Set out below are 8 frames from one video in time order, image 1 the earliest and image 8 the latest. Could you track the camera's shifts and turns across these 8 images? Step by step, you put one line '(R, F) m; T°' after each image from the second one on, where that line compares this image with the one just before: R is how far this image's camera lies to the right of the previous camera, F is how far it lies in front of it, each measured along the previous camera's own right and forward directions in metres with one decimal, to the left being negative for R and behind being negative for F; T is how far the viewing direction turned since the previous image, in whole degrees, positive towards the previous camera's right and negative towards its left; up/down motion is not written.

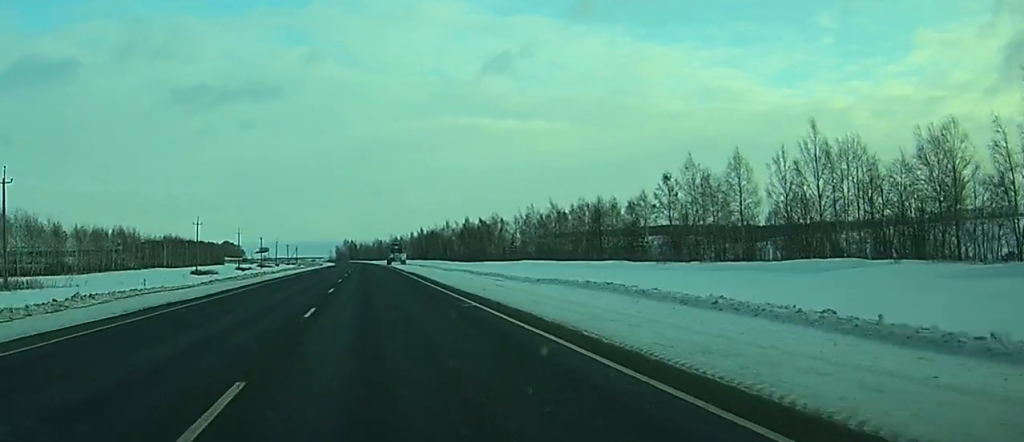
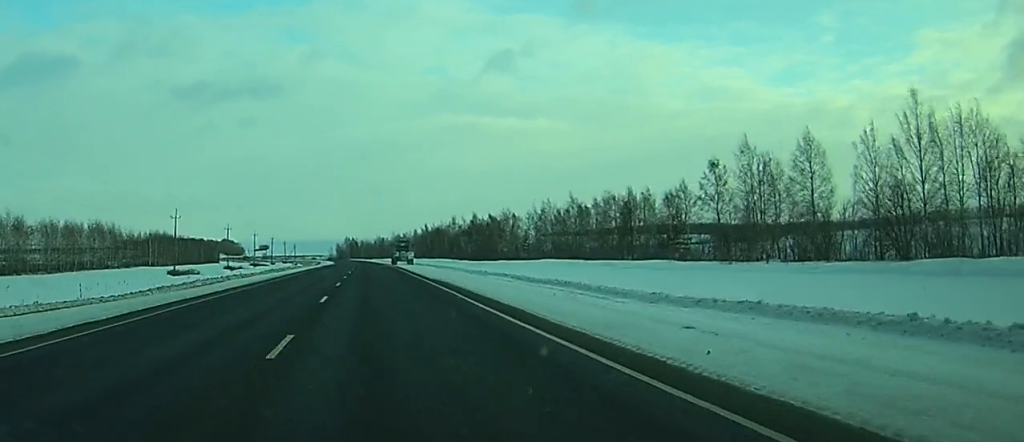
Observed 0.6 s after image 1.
(0.0, +18.8) m; 0°
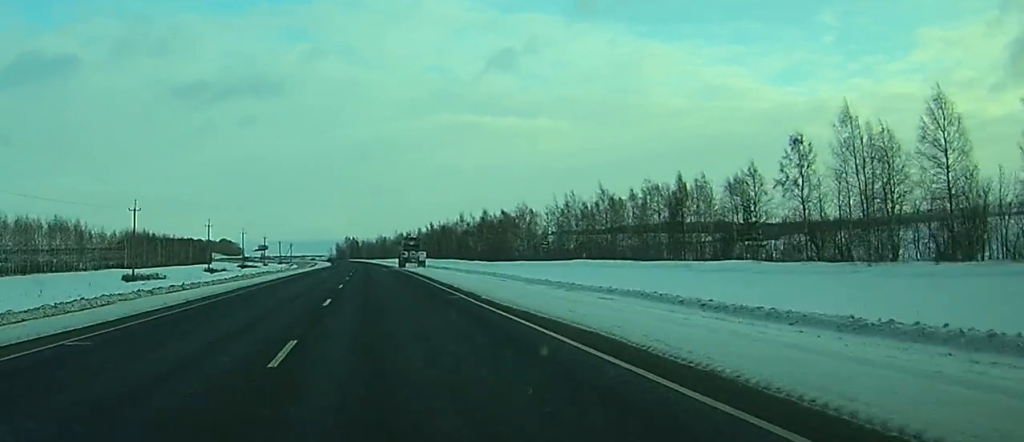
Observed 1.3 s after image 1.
(0.0, +24.4) m; 0°
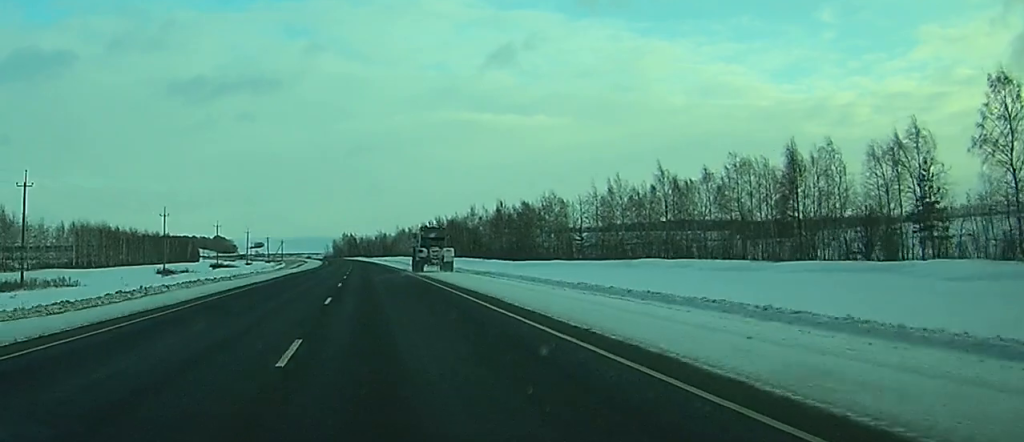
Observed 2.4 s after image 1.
(0.0, +35.7) m; 0°
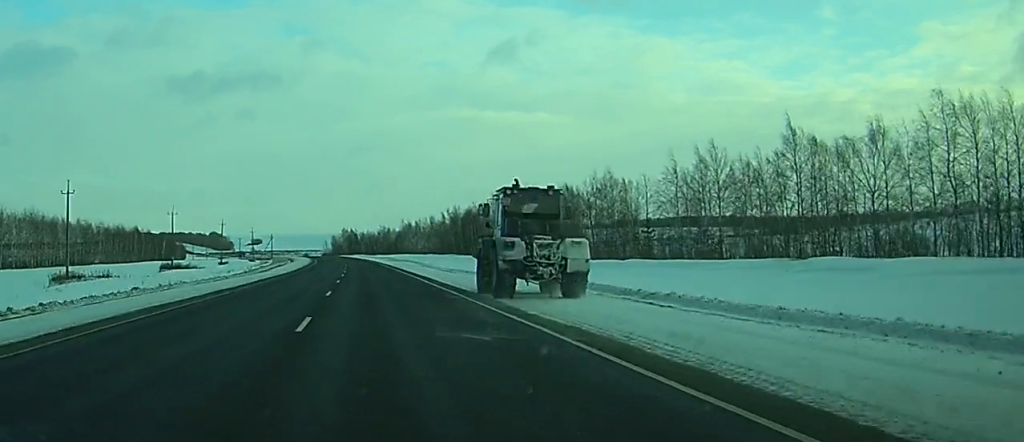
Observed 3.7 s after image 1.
(0.0, +43.7) m; 0°
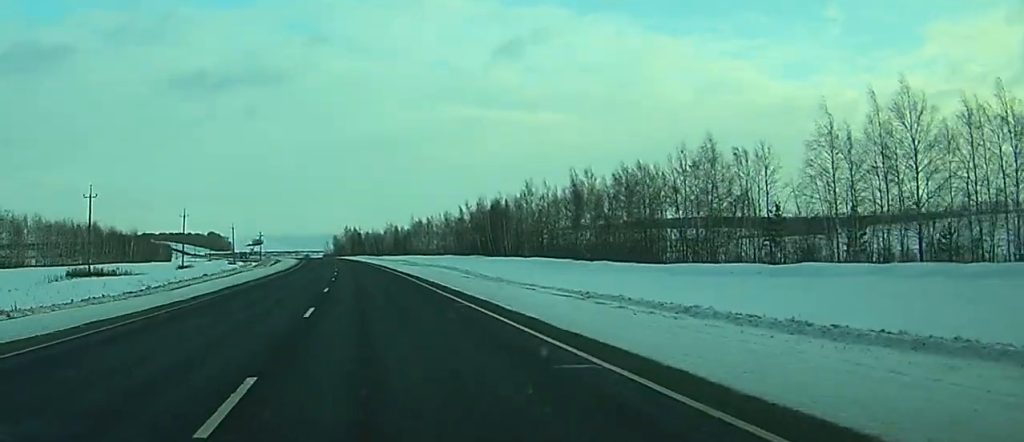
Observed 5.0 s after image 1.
(0.0, +43.9) m; 0°
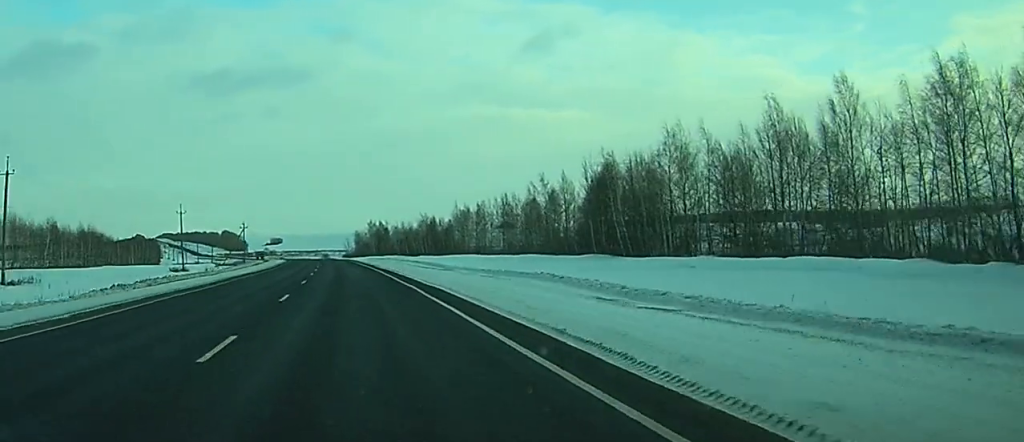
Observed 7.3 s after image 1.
(-0.1, +80.0) m; -1°
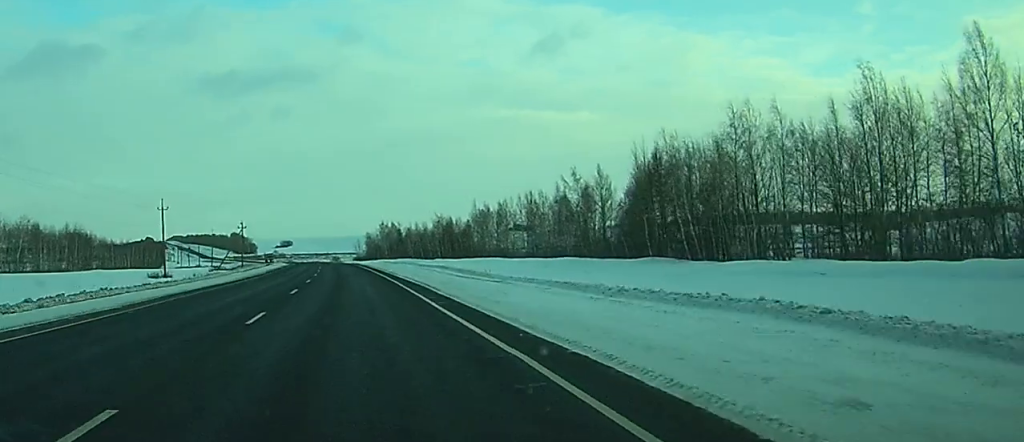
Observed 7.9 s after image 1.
(+0.2, +18.1) m; -1°
